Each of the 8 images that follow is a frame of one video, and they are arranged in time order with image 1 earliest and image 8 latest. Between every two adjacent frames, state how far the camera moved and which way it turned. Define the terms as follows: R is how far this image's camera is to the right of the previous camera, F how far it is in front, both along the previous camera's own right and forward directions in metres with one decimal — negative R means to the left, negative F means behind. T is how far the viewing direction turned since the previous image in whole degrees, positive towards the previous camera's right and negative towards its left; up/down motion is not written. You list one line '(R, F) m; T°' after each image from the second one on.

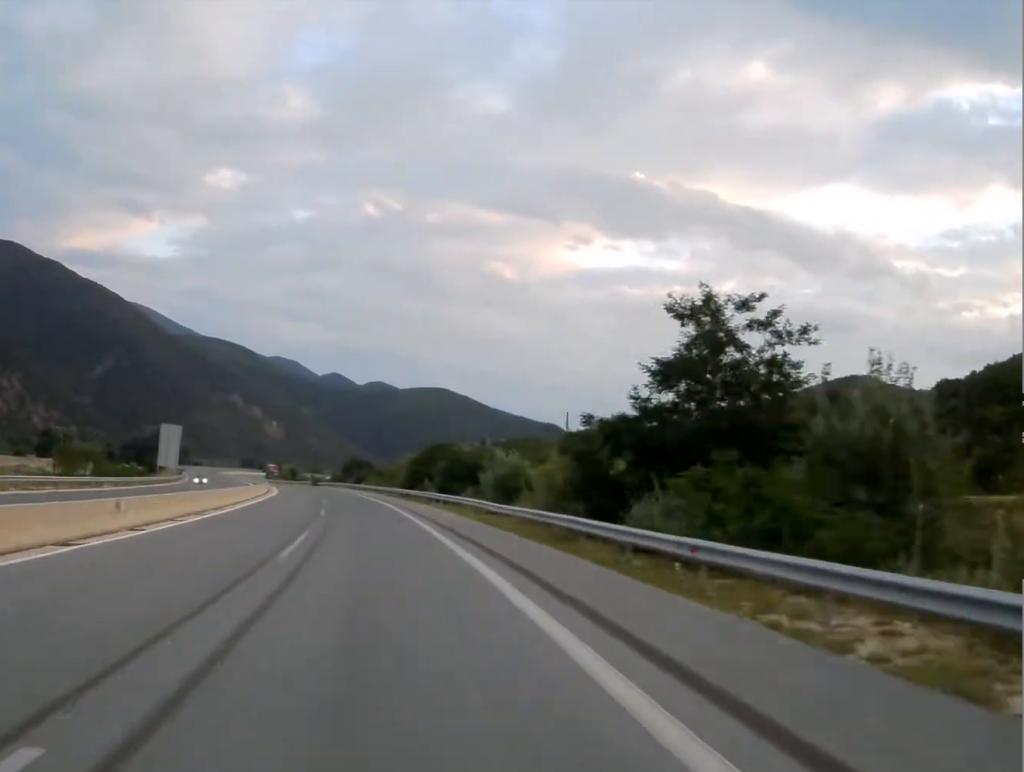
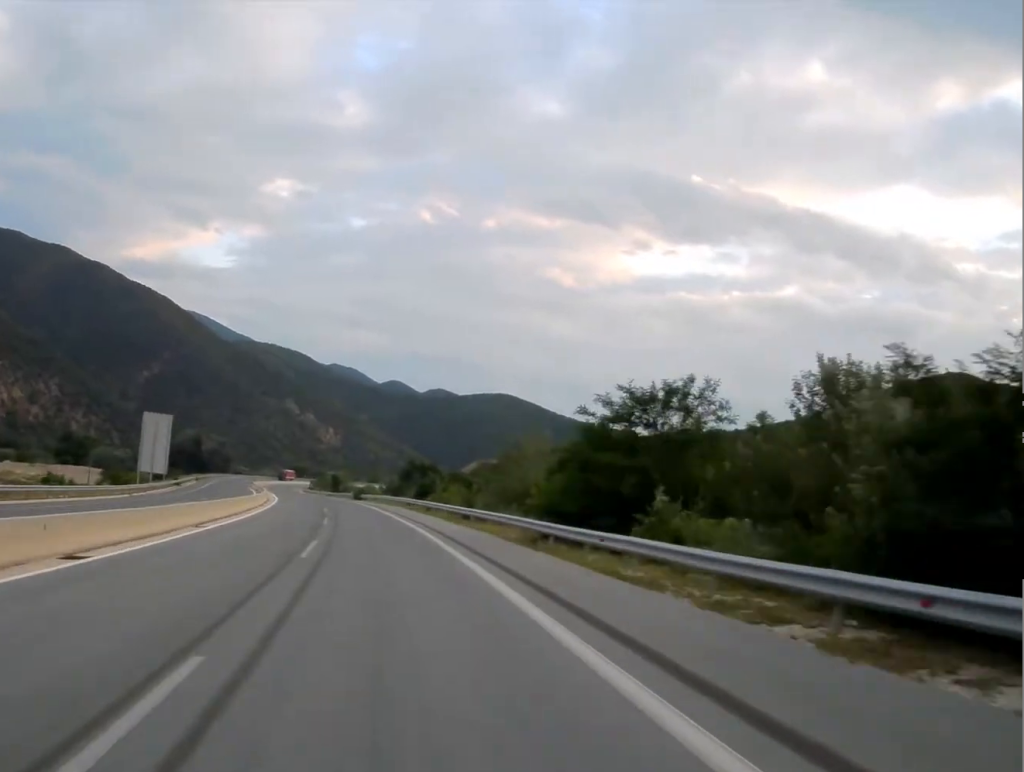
(-1.3, +49.7) m; -4°
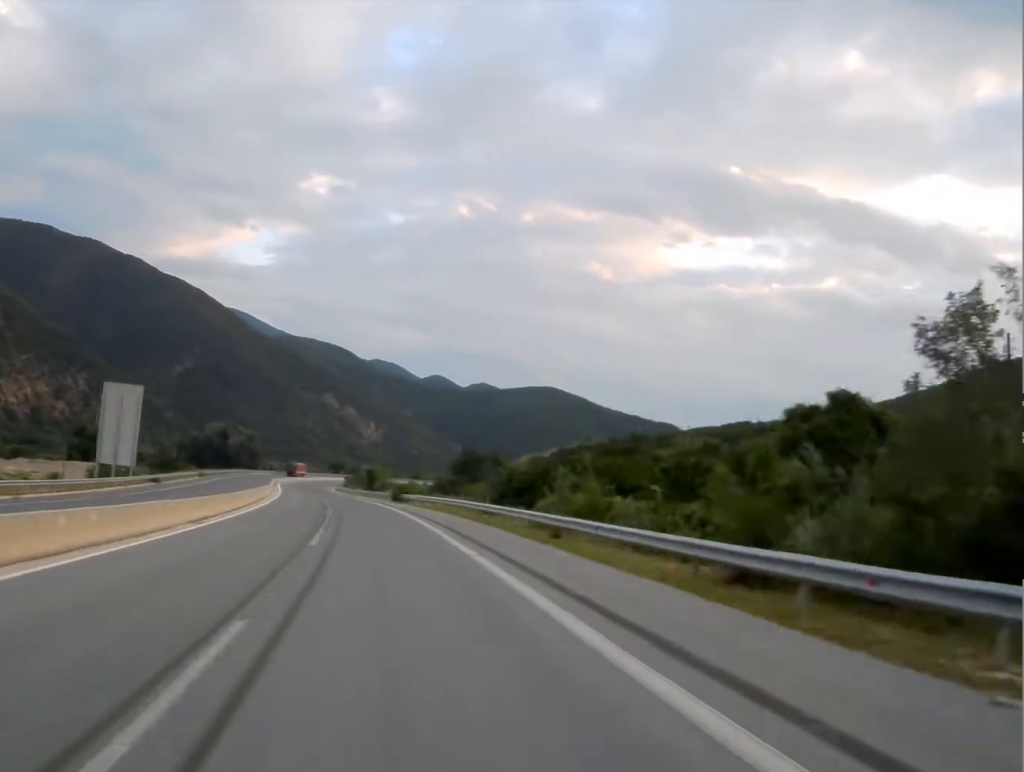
(-1.0, +32.7) m; -3°
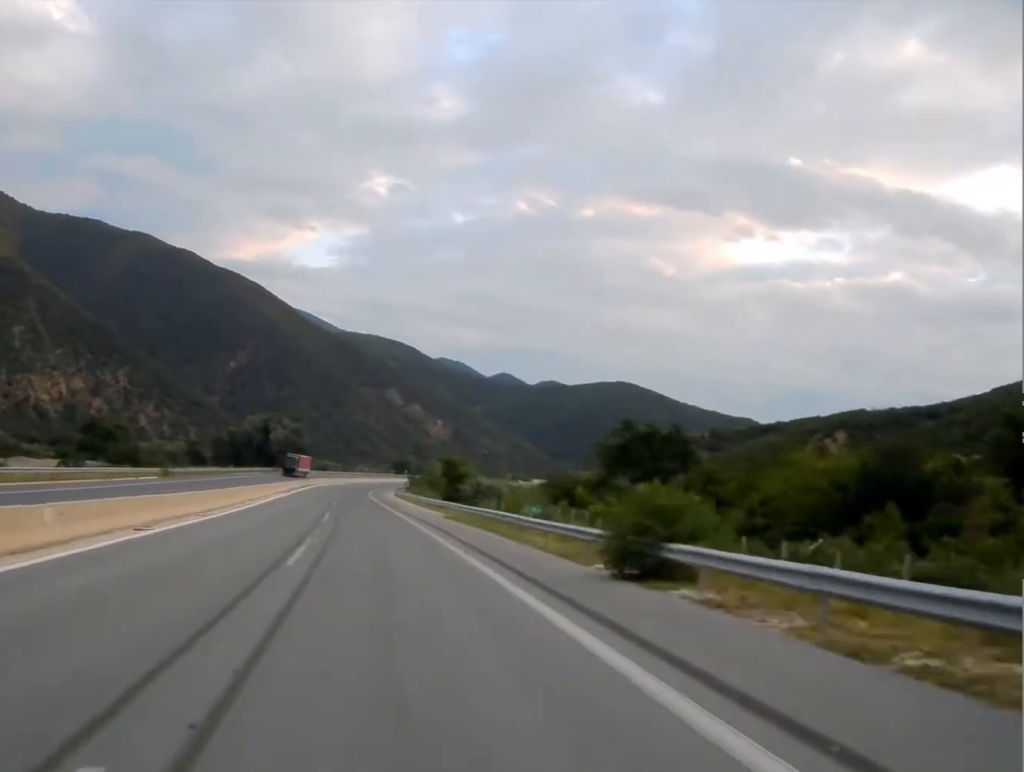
(-2.2, +59.2) m; -4°
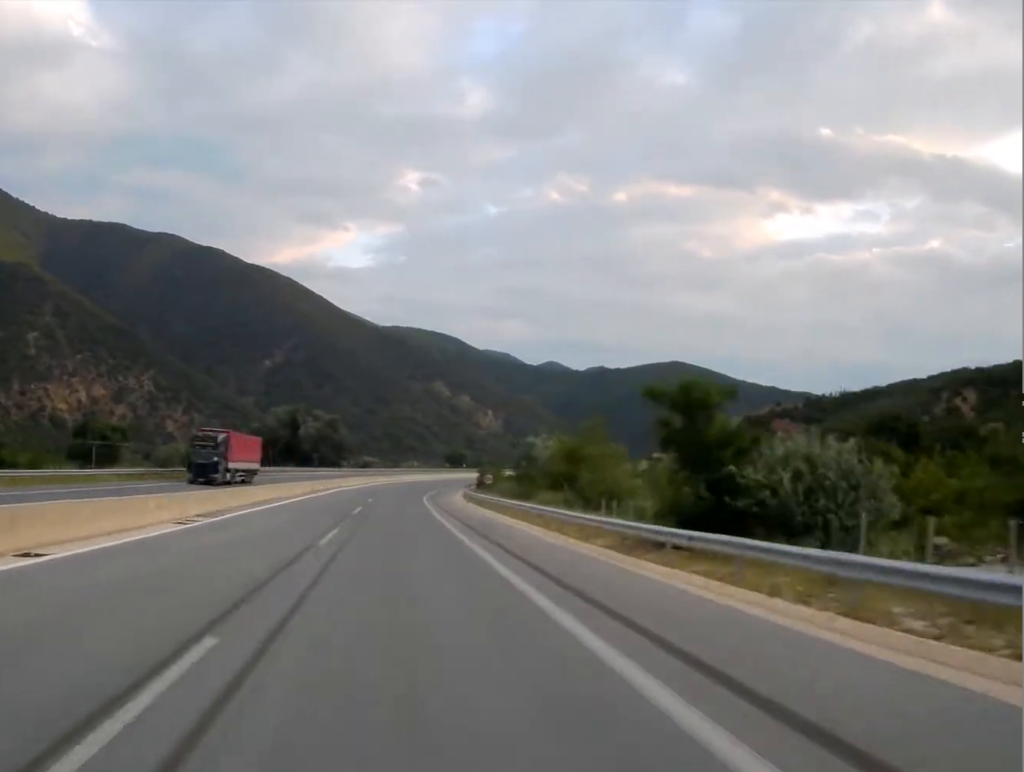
(-1.5, +51.9) m; -2°
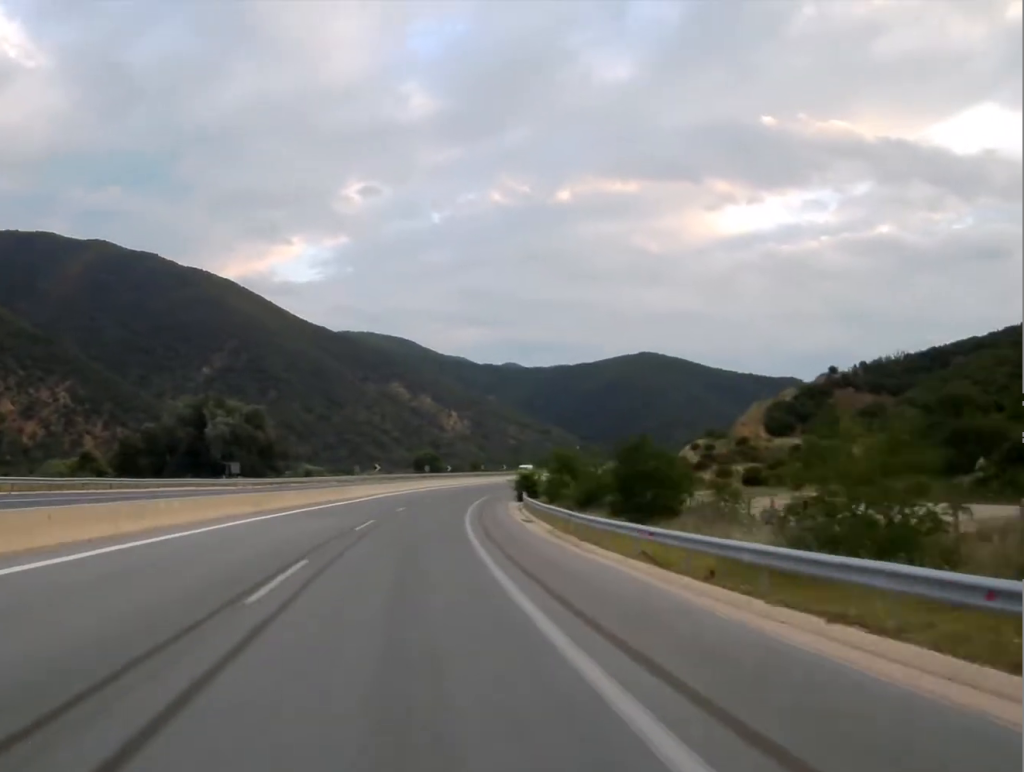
(0.0, +82.6) m; +3°
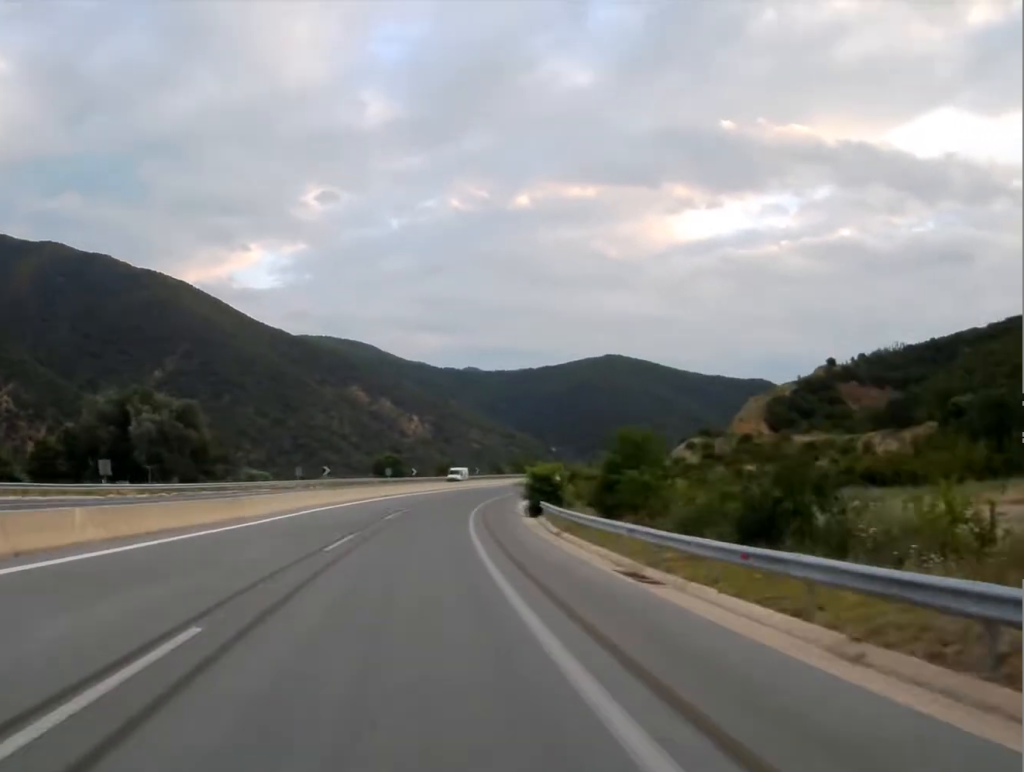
(+0.7, +26.9) m; +2°
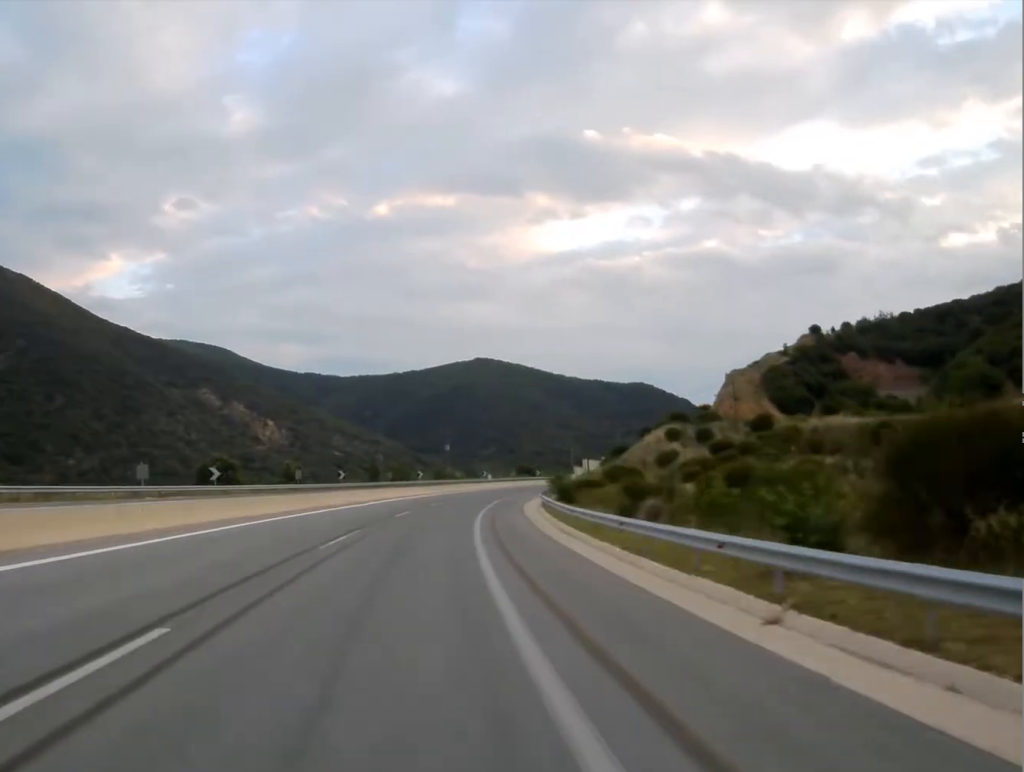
(+4.1, +74.1) m; +8°
